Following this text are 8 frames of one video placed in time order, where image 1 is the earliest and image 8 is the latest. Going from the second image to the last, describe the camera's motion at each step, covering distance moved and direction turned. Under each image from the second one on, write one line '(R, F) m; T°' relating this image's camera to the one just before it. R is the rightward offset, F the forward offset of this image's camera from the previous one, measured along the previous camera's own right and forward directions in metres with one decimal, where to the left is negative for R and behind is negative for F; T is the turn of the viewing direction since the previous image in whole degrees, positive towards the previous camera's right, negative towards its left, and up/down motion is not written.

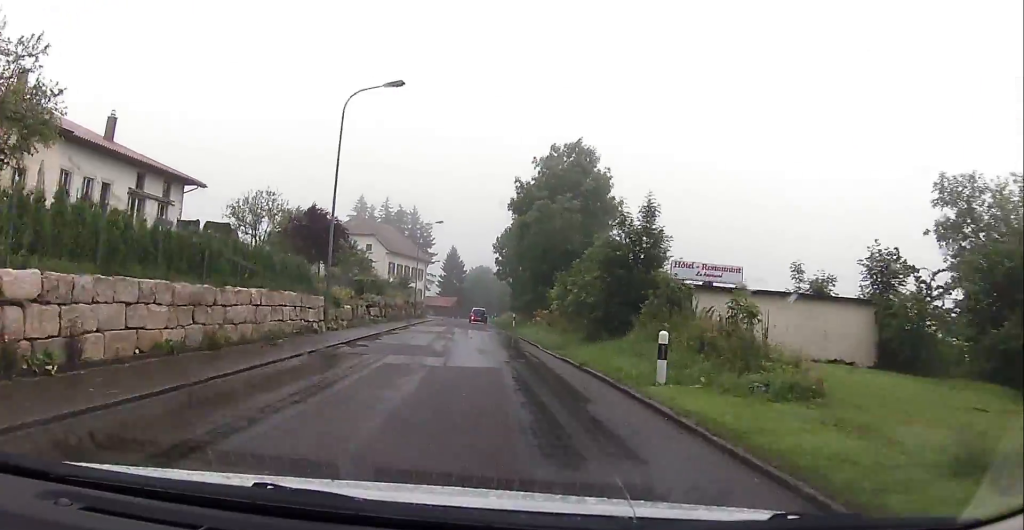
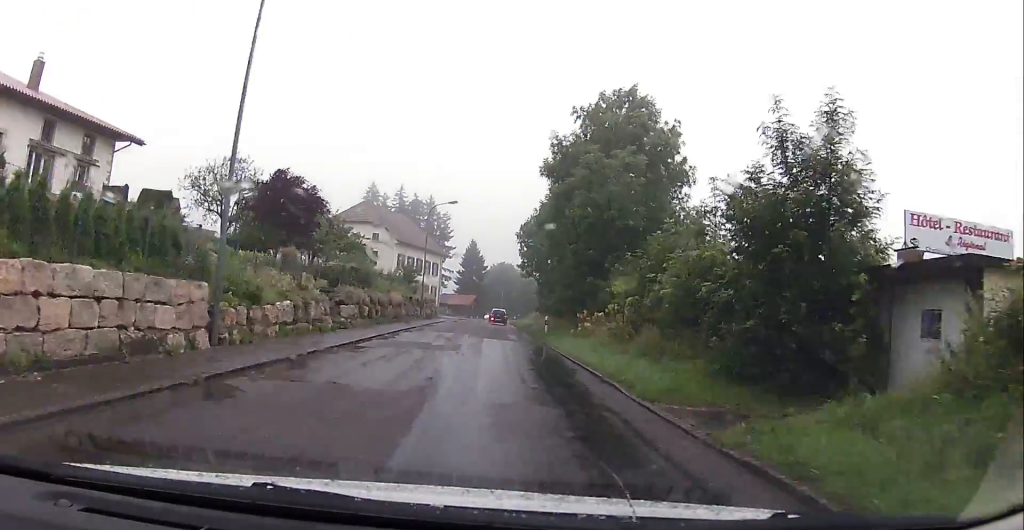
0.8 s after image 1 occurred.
(-0.6, +11.6) m; -4°
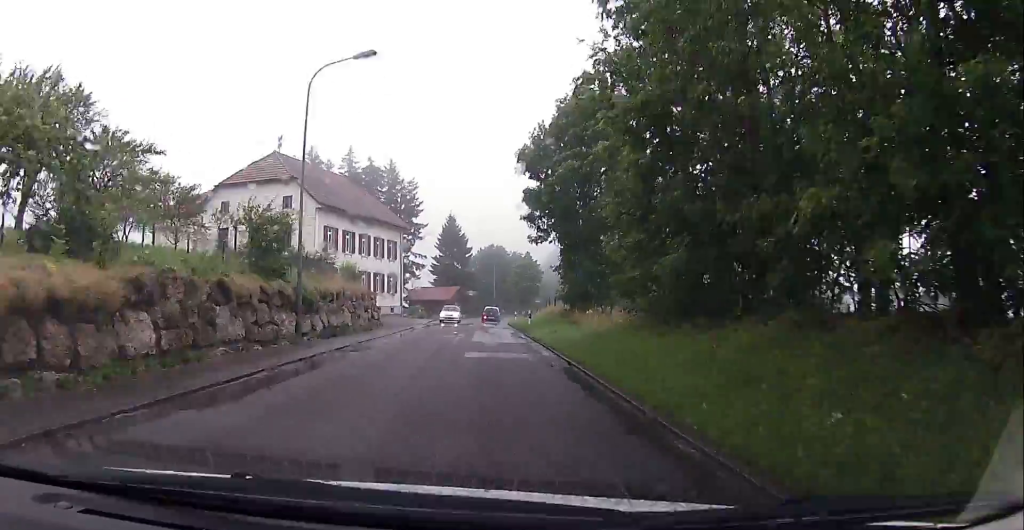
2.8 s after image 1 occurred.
(-0.6, +31.8) m; -1°
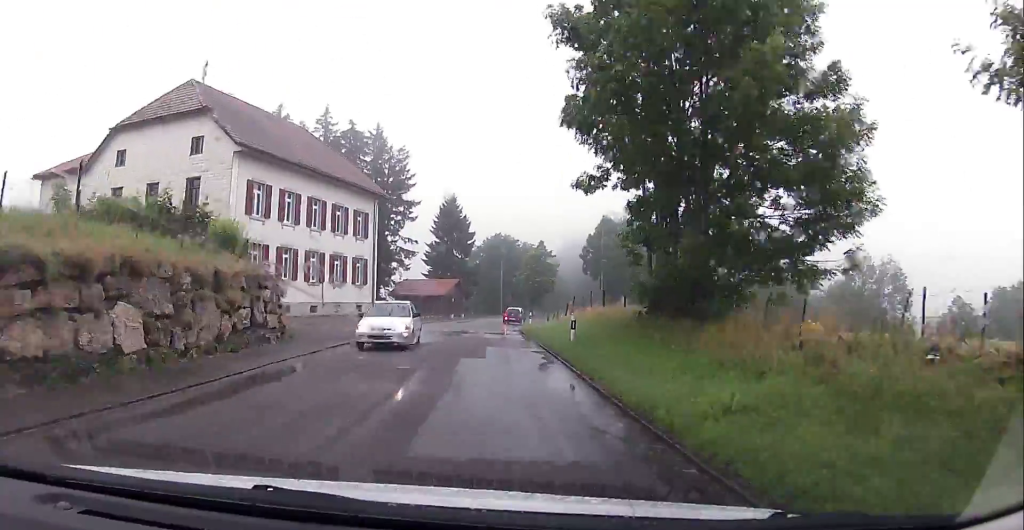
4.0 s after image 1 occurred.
(-0.4, +18.1) m; 0°
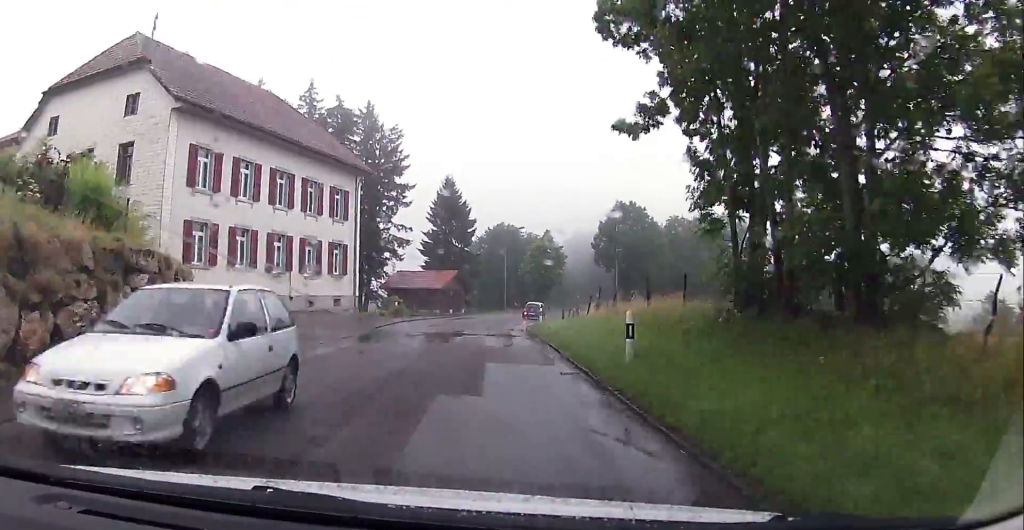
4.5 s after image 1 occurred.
(+0.1, +7.3) m; 0°
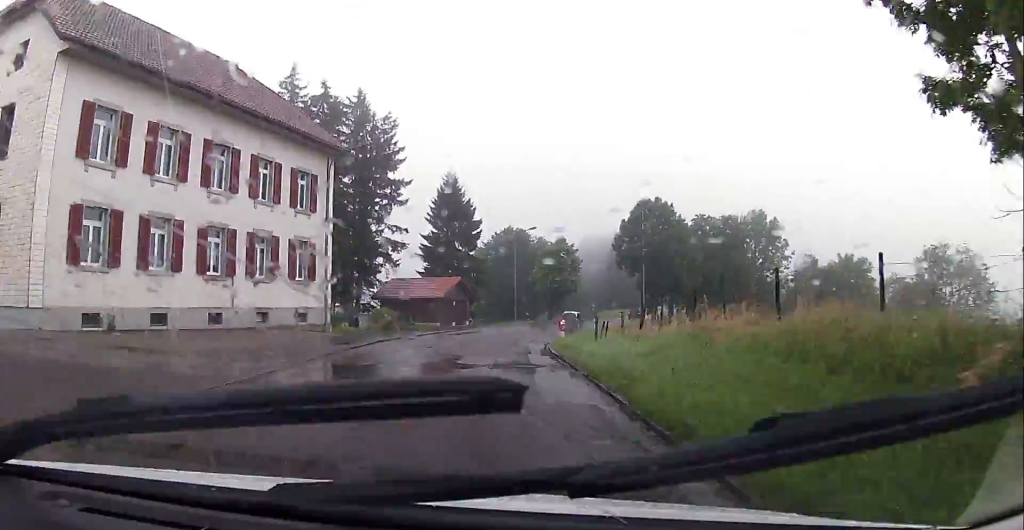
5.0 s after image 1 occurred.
(+0.4, +8.8) m; 0°
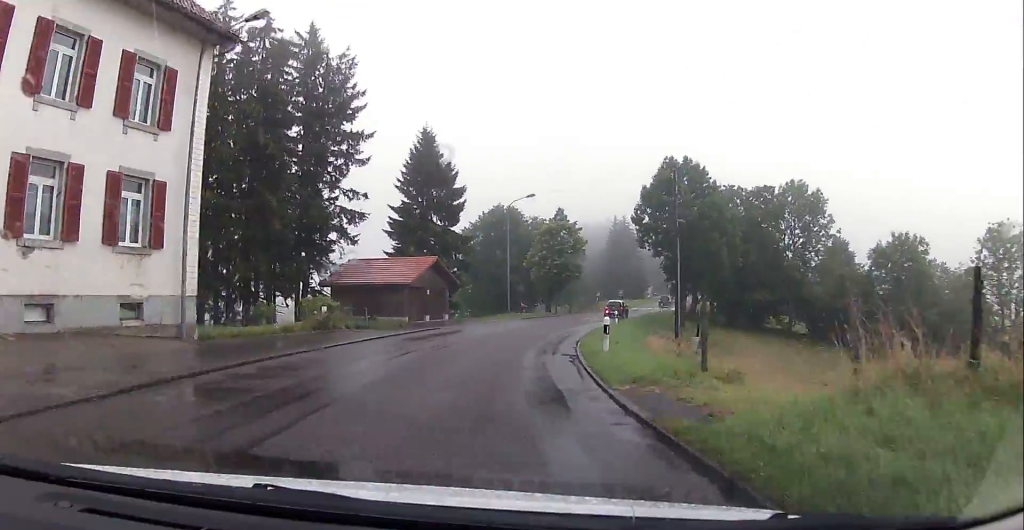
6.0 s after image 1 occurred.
(-0.5, +14.4) m; 0°
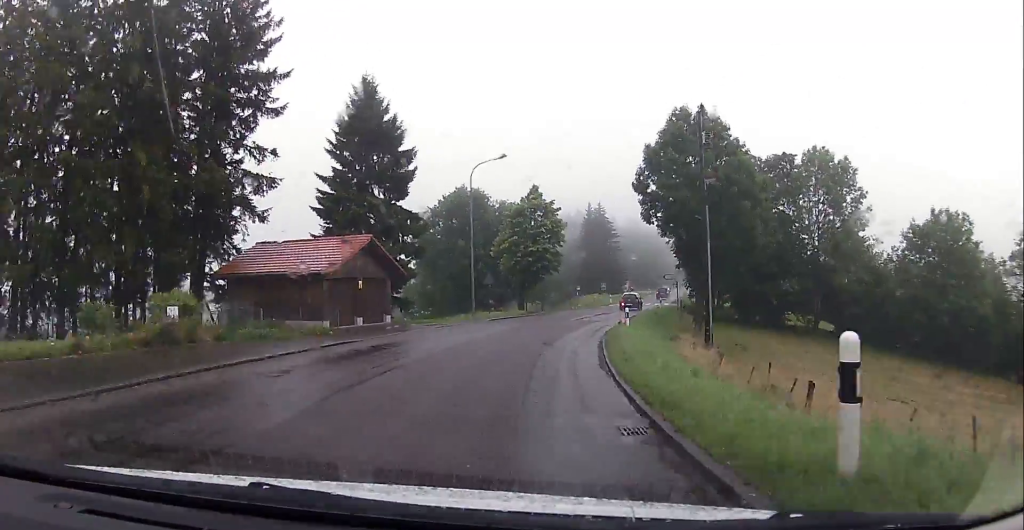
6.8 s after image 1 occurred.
(+0.3, +12.7) m; +5°
